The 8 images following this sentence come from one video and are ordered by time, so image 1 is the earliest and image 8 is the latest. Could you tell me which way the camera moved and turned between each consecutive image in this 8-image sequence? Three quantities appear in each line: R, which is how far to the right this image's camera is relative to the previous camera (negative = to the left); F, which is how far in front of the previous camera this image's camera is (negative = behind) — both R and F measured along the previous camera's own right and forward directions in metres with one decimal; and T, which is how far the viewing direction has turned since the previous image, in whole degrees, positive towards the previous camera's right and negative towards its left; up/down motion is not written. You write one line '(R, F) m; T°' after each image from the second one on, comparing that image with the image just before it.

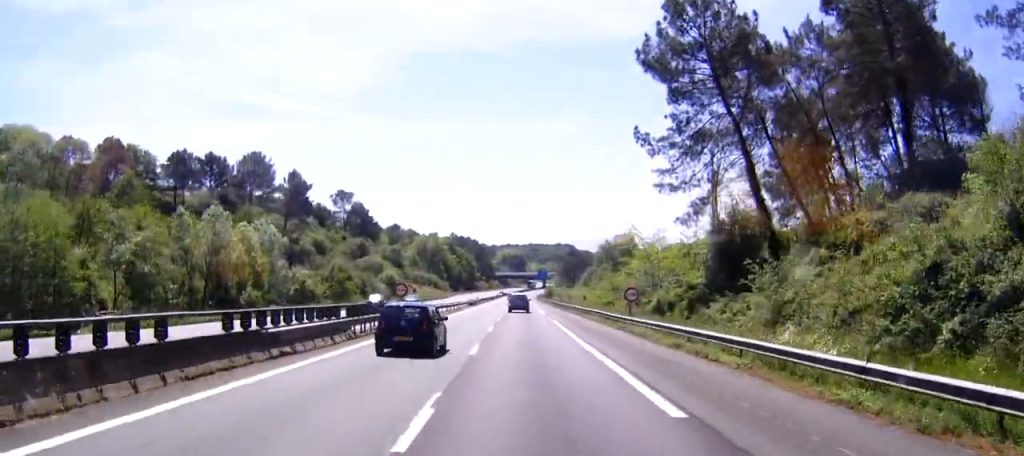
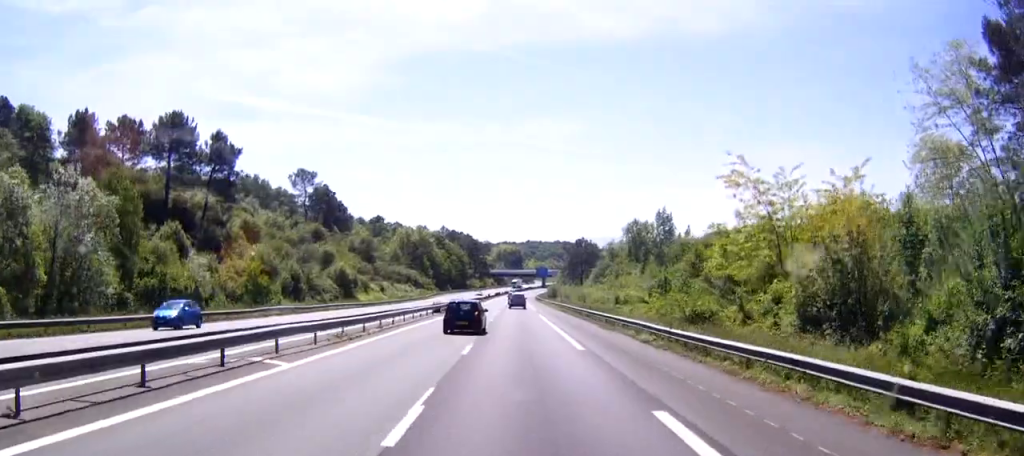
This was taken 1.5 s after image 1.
(0.0, +38.3) m; -1°
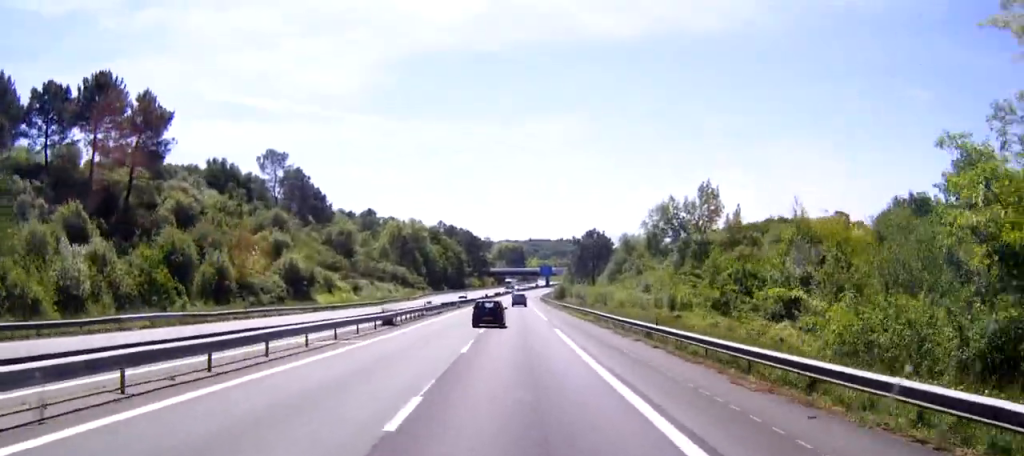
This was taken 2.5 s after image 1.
(-0.2, +24.8) m; -1°
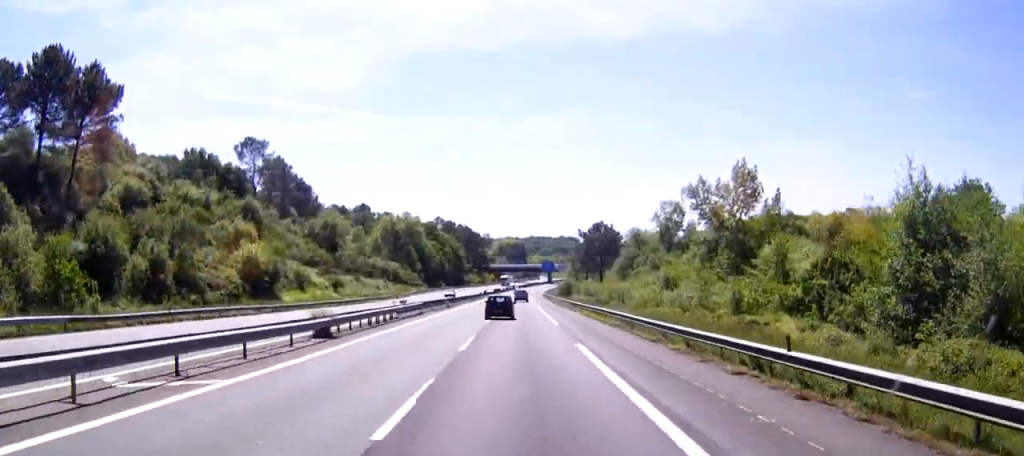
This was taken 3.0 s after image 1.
(0.0, +13.8) m; 0°
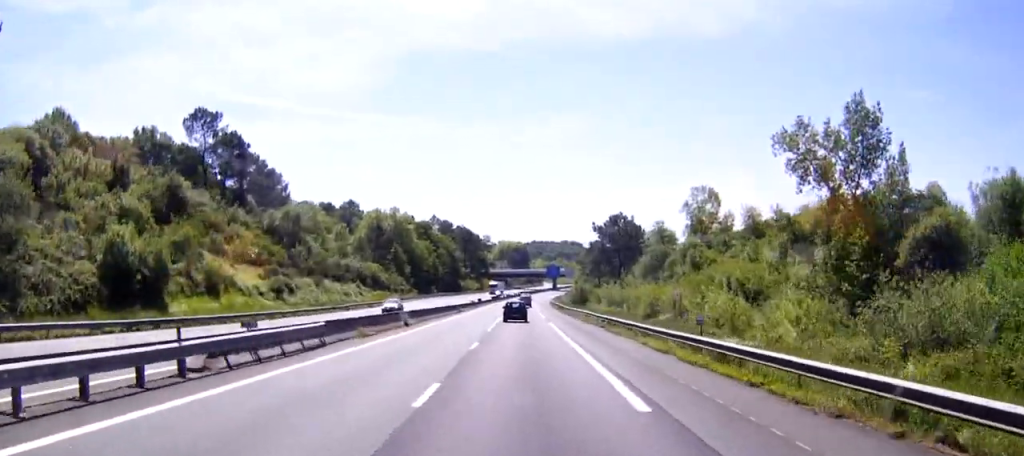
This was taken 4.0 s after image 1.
(-0.1, +25.9) m; 0°
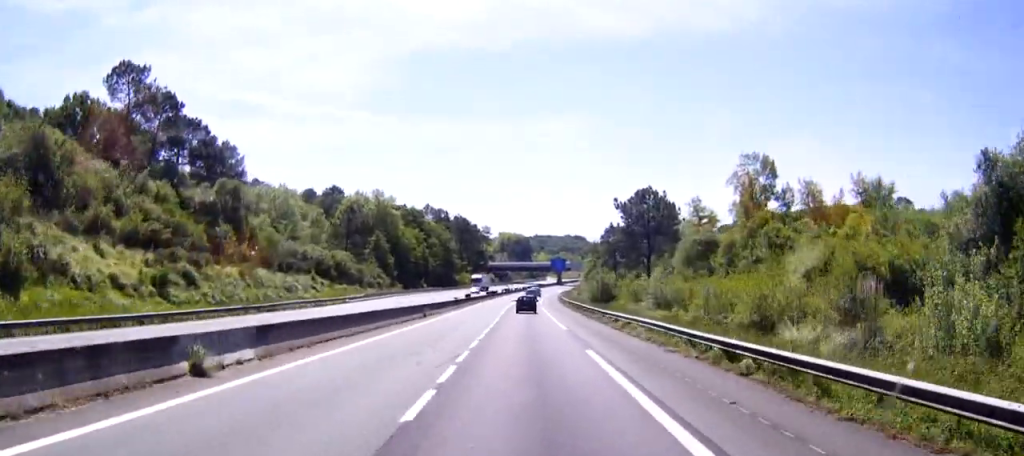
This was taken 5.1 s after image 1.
(0.0, +27.7) m; 0°
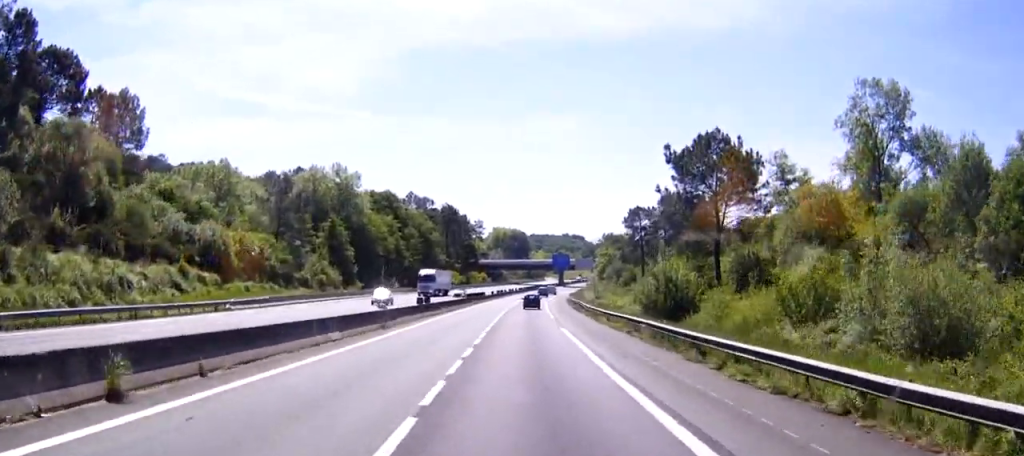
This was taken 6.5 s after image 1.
(0.0, +37.2) m; 0°
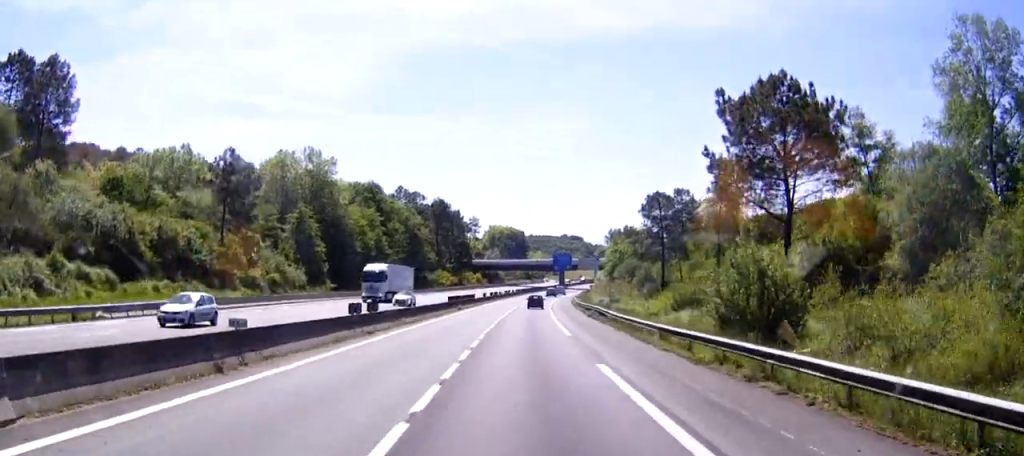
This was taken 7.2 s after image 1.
(0.0, +18.2) m; +1°
